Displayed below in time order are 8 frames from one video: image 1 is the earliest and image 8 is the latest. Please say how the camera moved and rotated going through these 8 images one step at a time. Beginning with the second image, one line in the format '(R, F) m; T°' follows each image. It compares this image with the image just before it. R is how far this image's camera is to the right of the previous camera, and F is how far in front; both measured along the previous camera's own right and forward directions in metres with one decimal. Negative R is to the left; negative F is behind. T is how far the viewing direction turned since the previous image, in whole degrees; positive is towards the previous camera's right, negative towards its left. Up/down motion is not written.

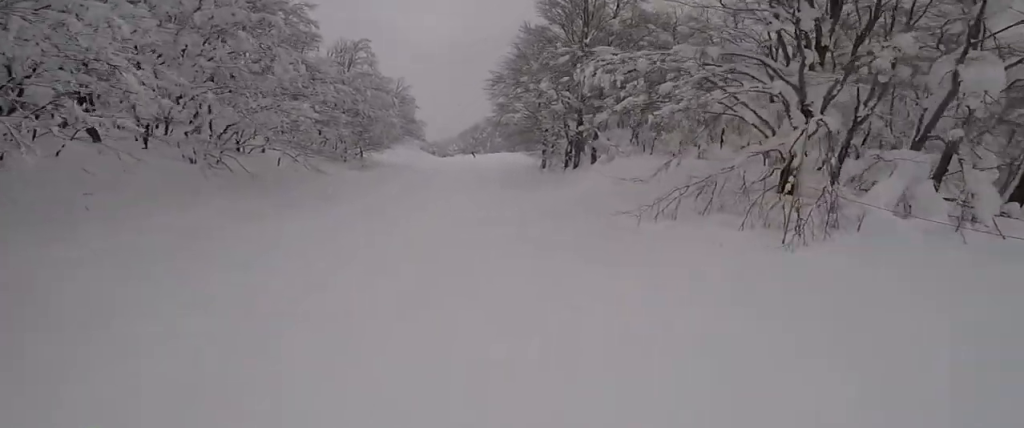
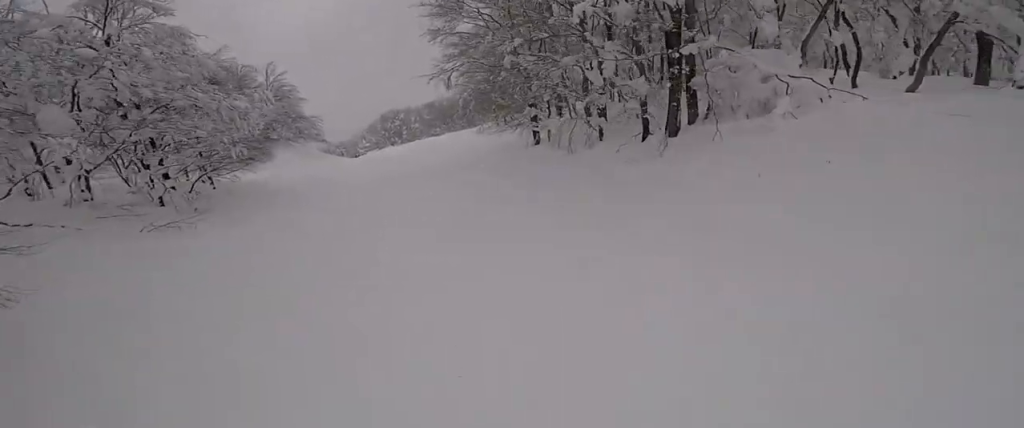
(0.0, +12.0) m; +12°
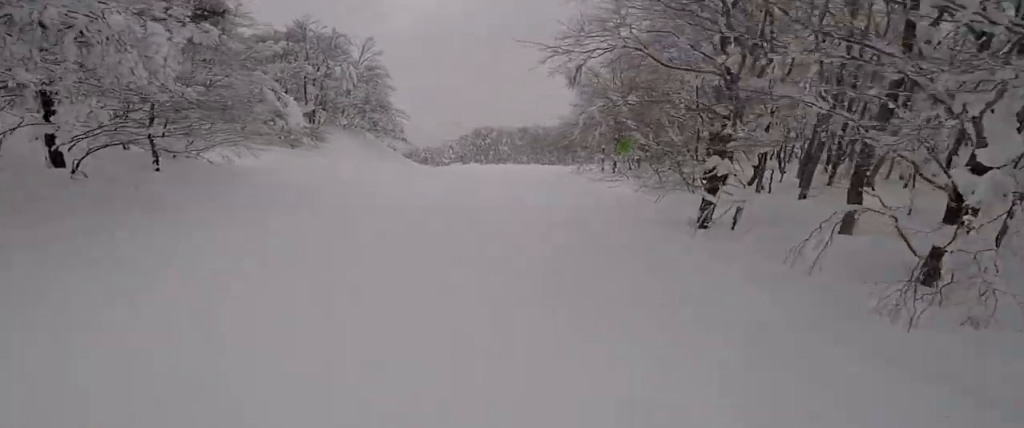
(+1.0, +7.1) m; +1°
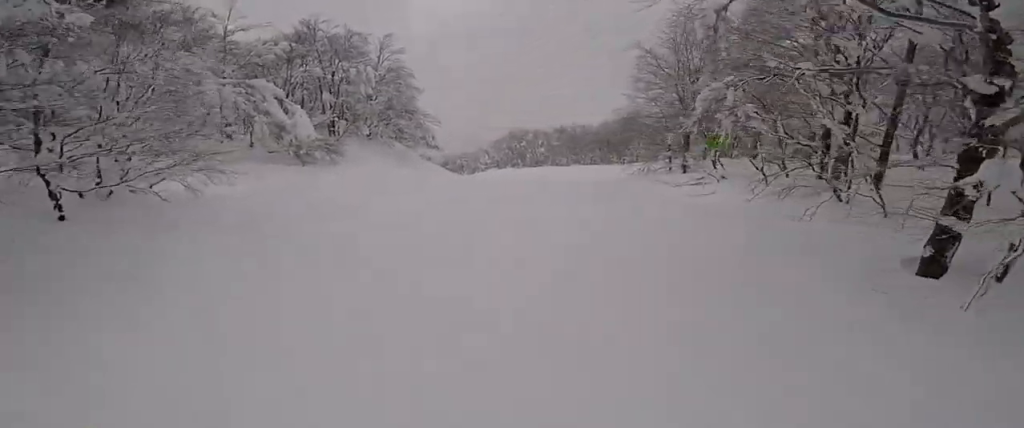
(-0.6, +3.8) m; 0°
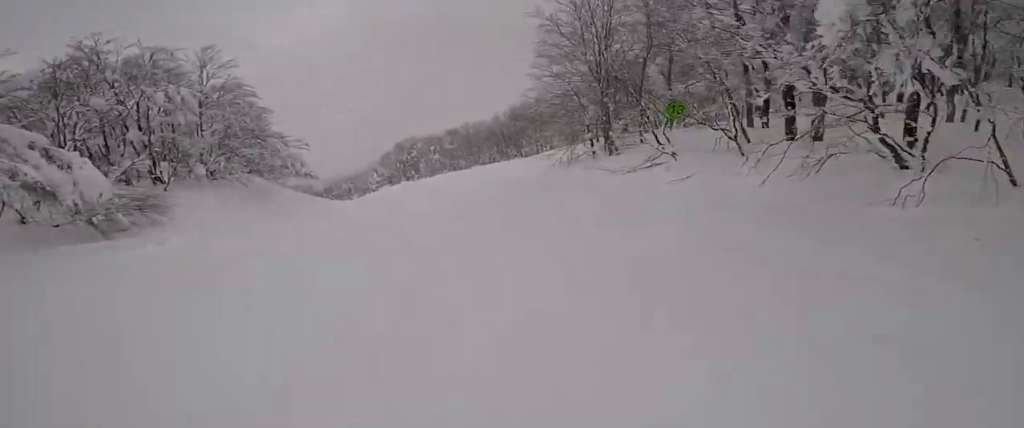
(0.0, +4.2) m; 0°
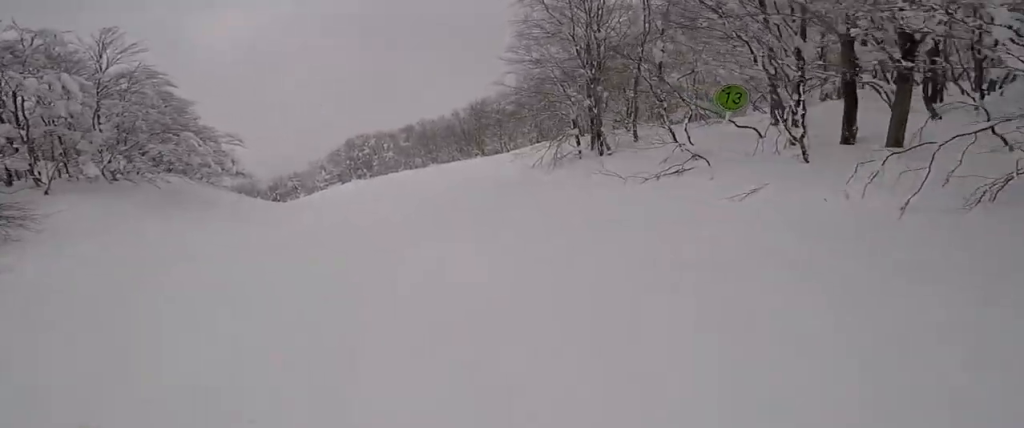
(+0.5, +3.3) m; 0°
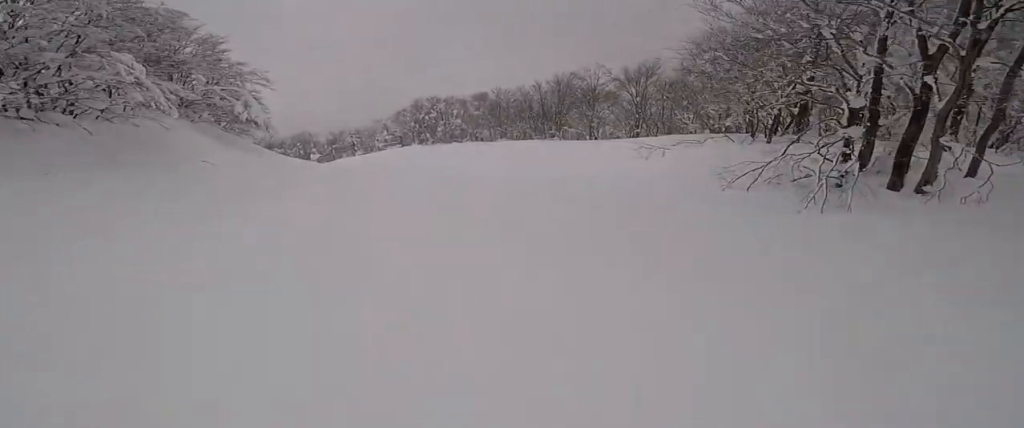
(-0.5, +8.9) m; +4°
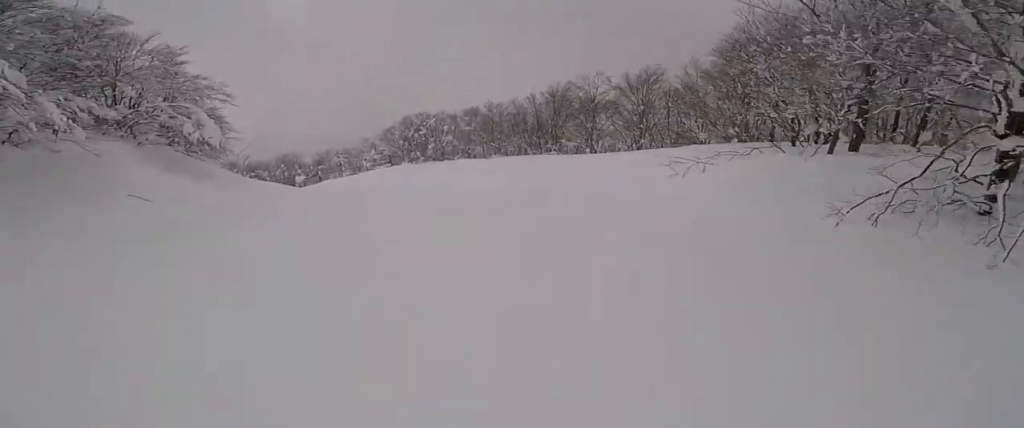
(+0.3, +2.8) m; +5°
